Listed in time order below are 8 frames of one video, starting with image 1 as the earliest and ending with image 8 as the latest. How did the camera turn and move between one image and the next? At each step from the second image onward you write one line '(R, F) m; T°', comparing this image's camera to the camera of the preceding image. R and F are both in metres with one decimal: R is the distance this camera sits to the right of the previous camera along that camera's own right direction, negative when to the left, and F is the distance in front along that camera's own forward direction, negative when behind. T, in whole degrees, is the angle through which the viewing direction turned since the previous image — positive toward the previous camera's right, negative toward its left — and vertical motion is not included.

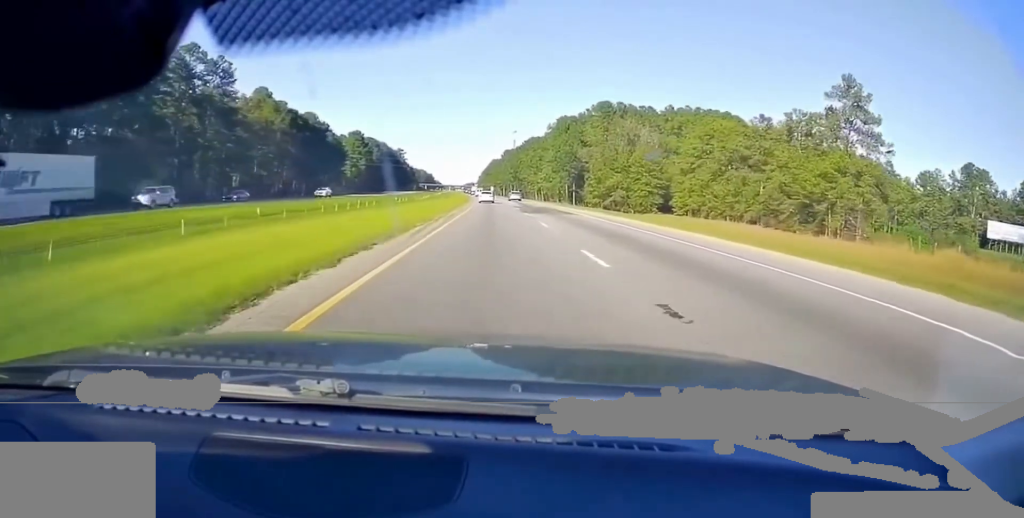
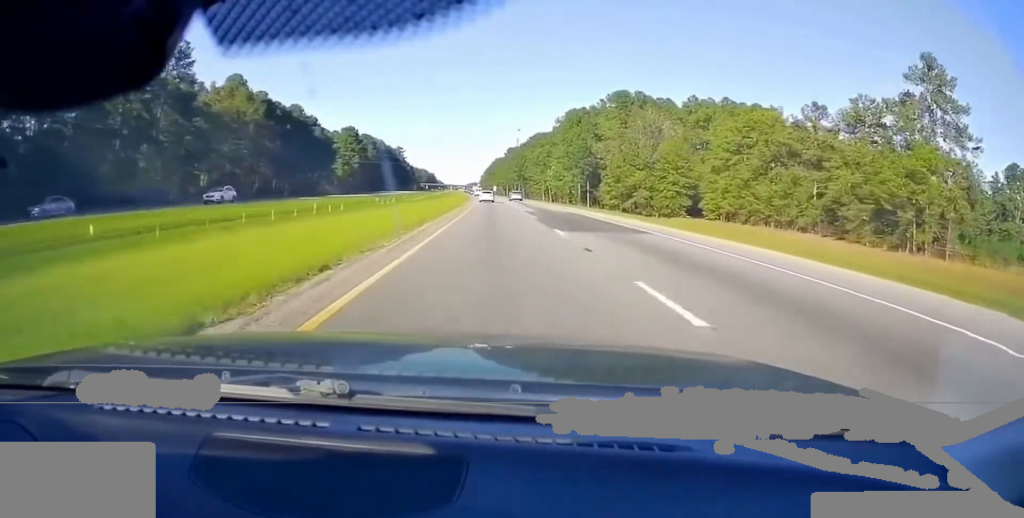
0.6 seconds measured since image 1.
(+0.3, +15.4) m; 0°
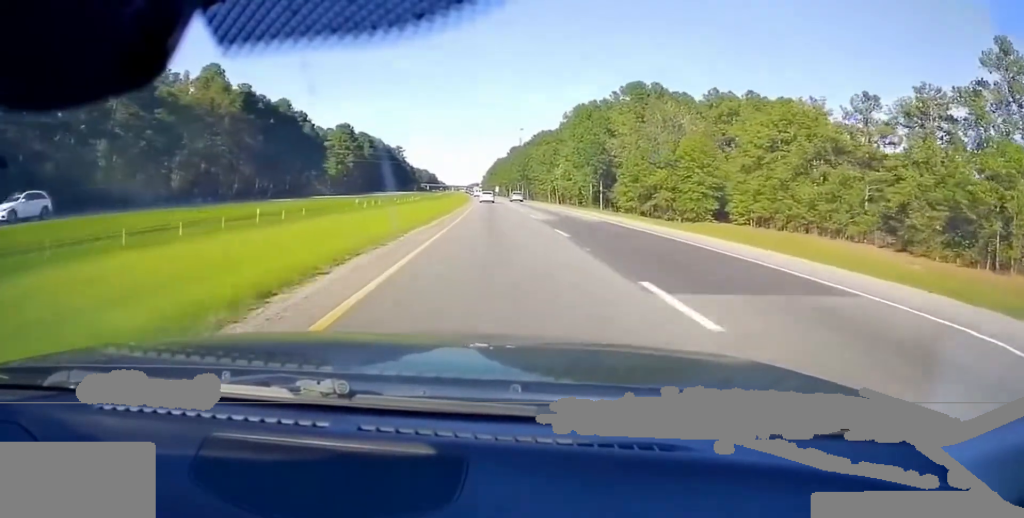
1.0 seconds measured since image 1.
(+0.2, +11.1) m; 0°
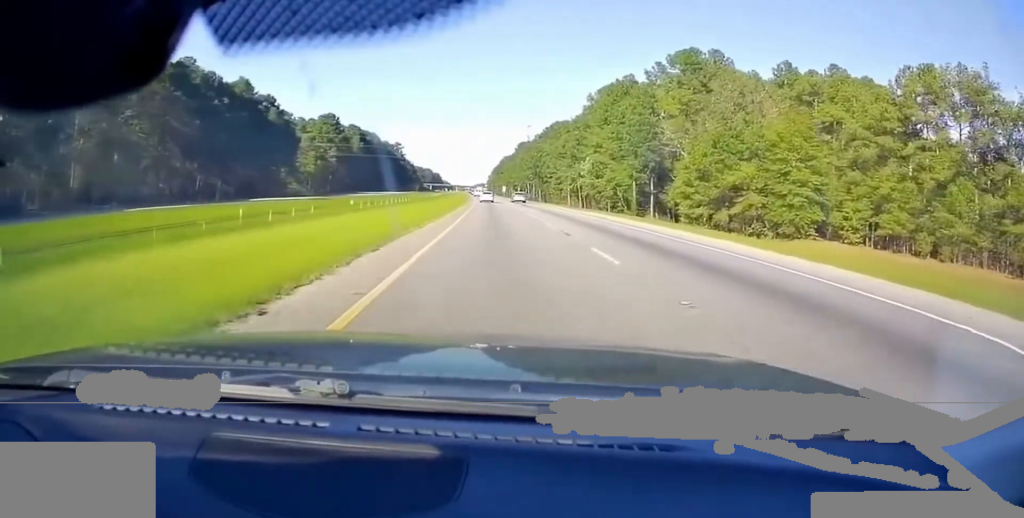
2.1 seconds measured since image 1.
(-0.3, +28.8) m; -1°
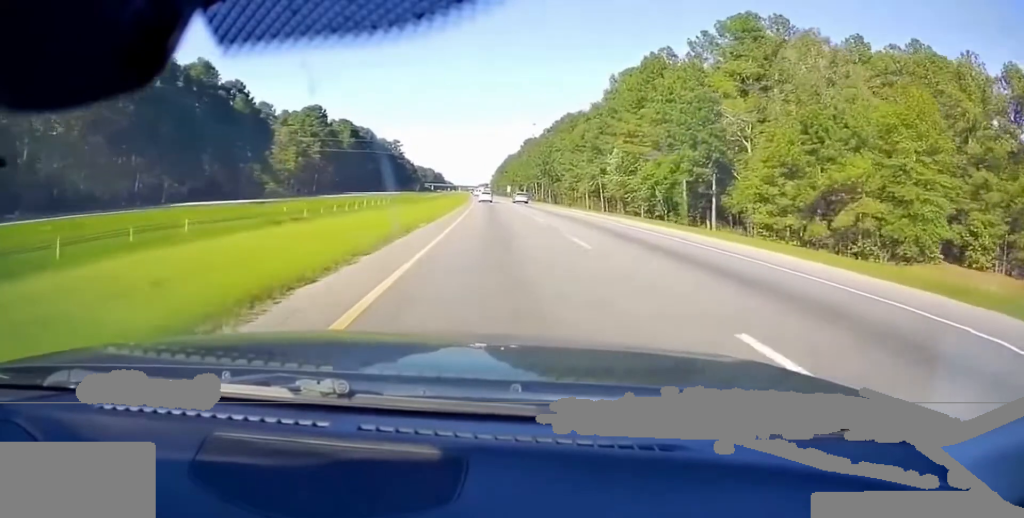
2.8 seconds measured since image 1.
(-0.1, +19.7) m; -1°
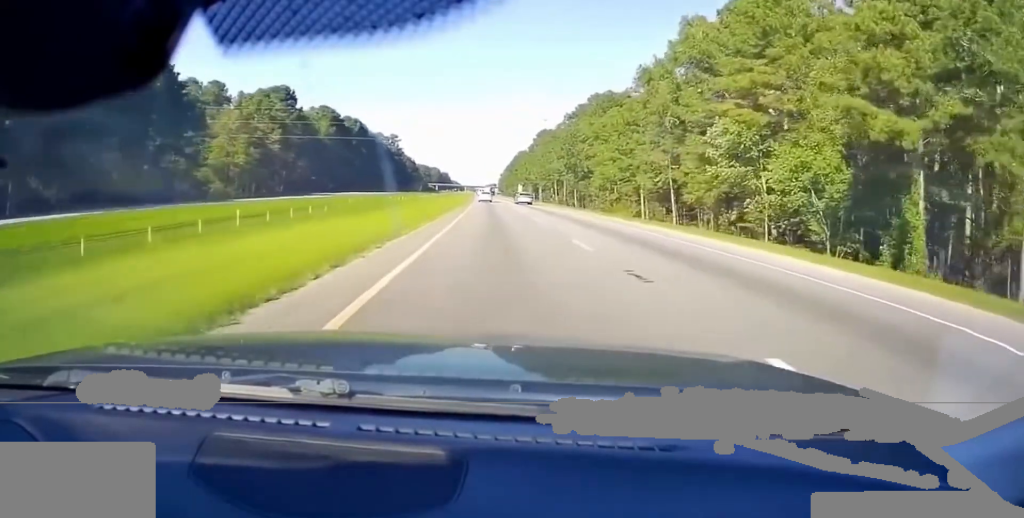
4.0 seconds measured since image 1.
(-0.3, +34.7) m; -1°
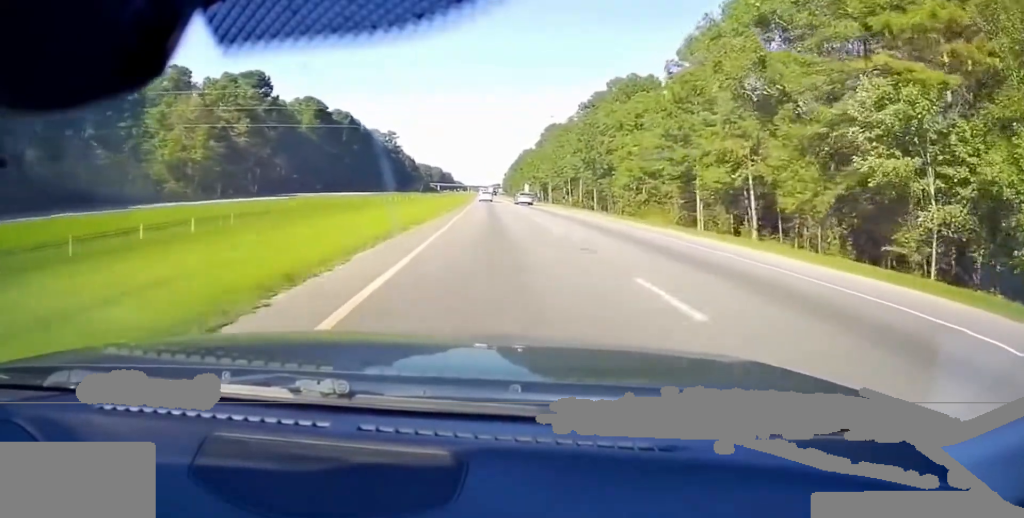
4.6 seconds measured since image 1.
(0.0, +18.9) m; 0°
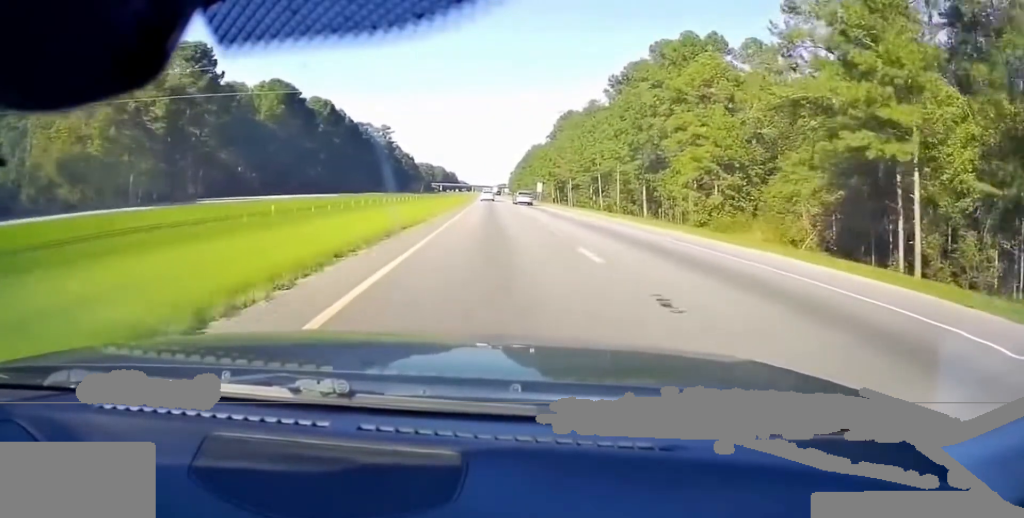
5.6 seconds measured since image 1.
(-0.2, +29.5) m; -1°
